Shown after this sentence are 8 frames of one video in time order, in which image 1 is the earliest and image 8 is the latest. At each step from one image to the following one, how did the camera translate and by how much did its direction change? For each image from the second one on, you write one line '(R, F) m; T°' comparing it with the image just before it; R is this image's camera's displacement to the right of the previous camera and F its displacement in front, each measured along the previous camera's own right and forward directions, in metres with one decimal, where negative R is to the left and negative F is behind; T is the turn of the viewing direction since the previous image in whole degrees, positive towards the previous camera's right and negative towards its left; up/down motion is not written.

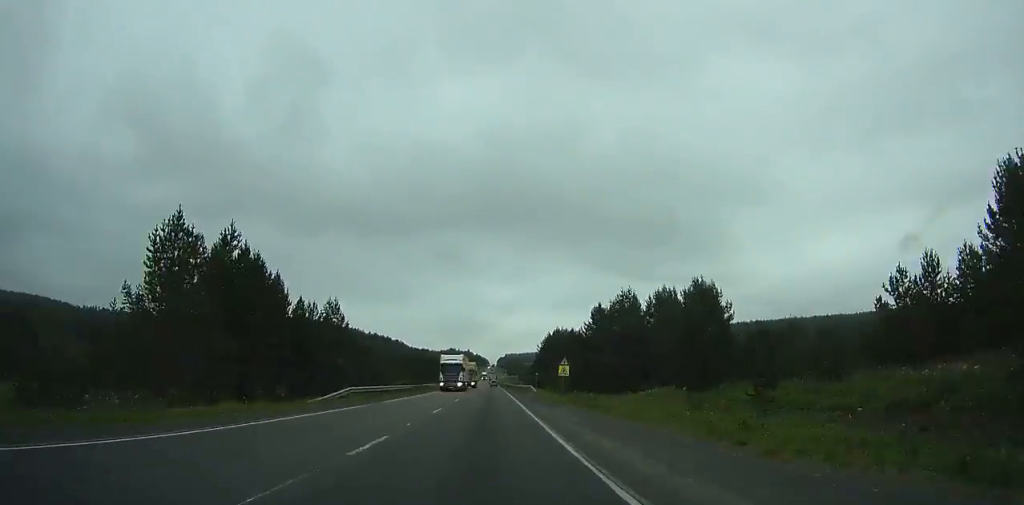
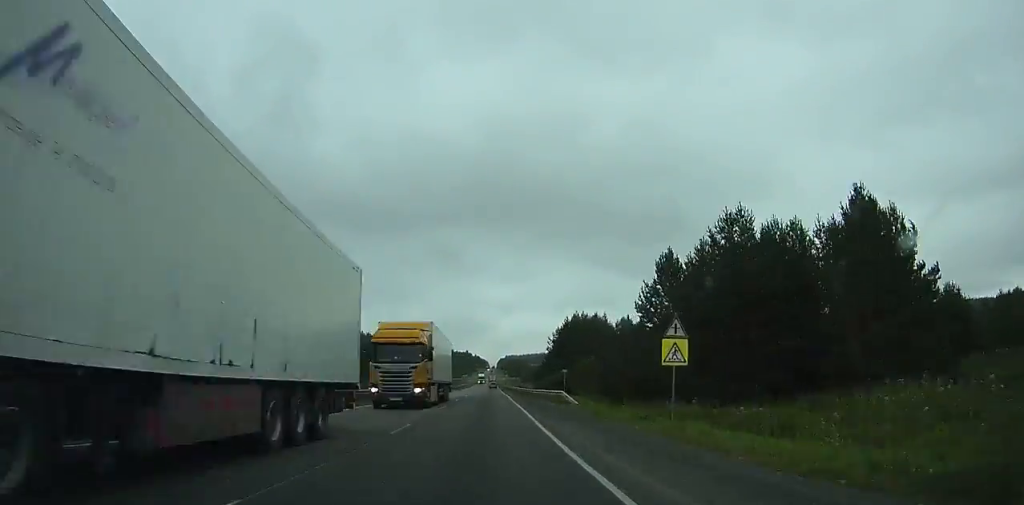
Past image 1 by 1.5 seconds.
(+0.2, +33.1) m; 0°
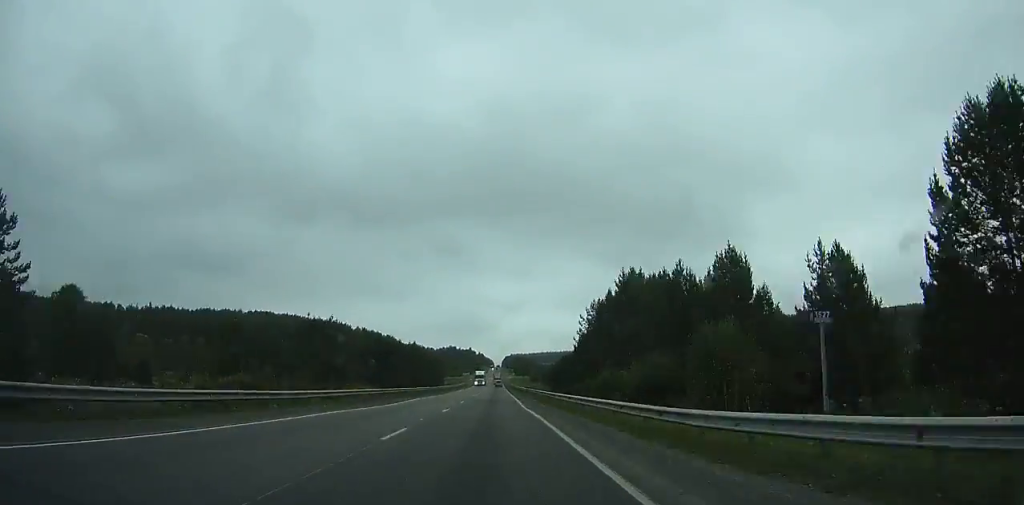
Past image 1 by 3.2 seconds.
(-0.1, +38.6) m; 0°
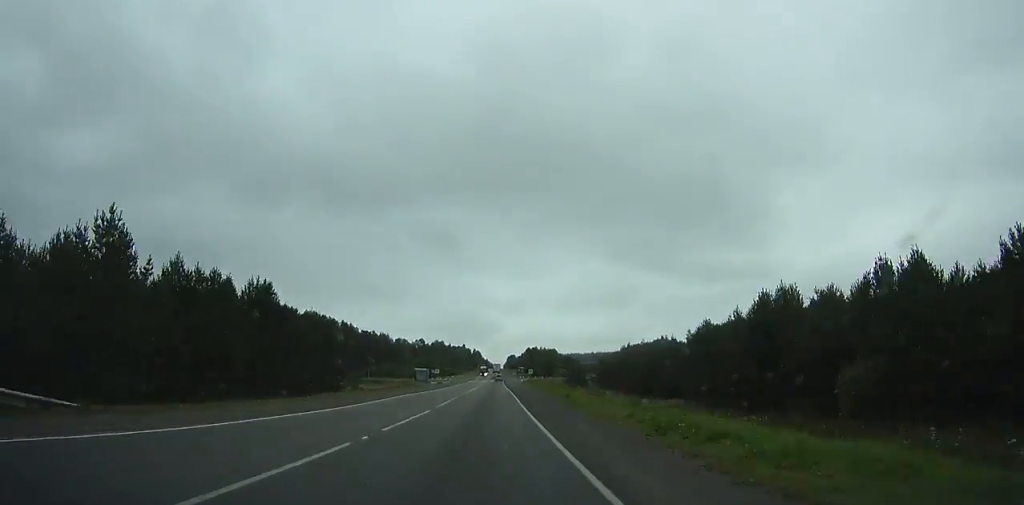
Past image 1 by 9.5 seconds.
(-0.3, +148.4) m; 0°
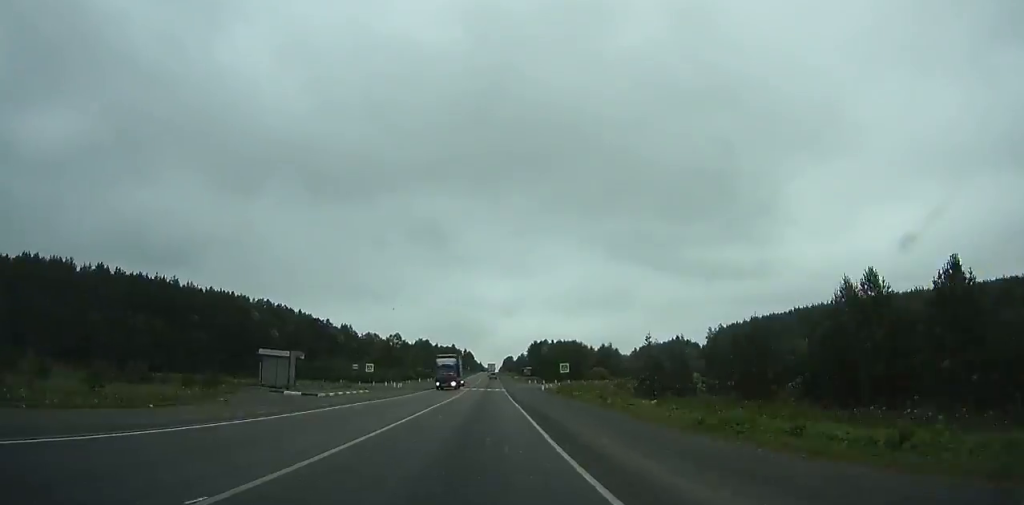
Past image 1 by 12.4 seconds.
(-0.1, +70.9) m; 0°
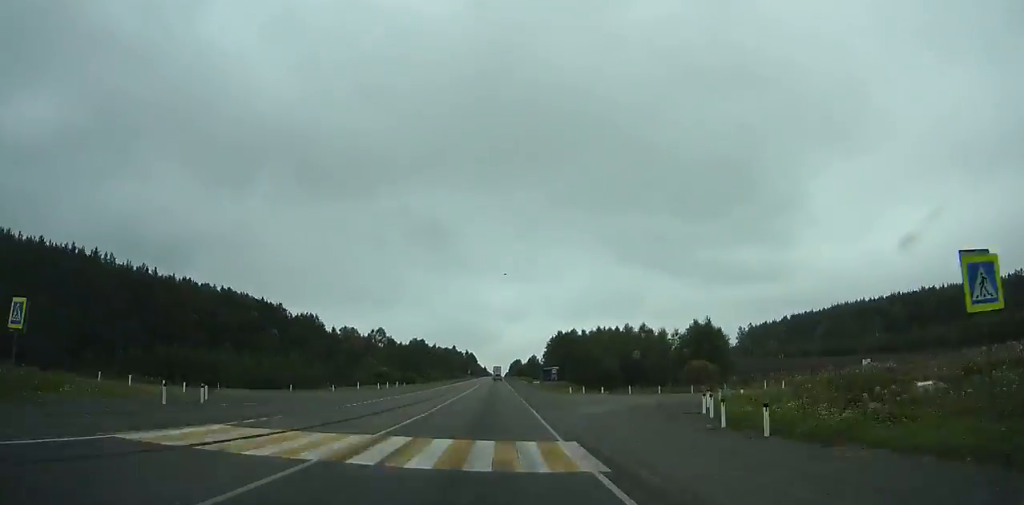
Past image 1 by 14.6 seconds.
(+0.1, +54.2) m; 0°
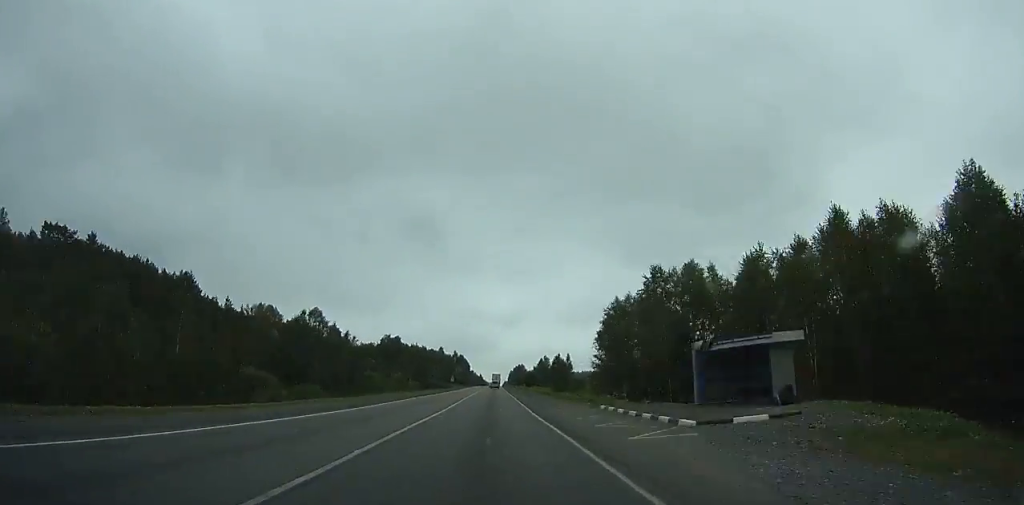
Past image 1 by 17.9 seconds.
(0.0, +81.6) m; 0°
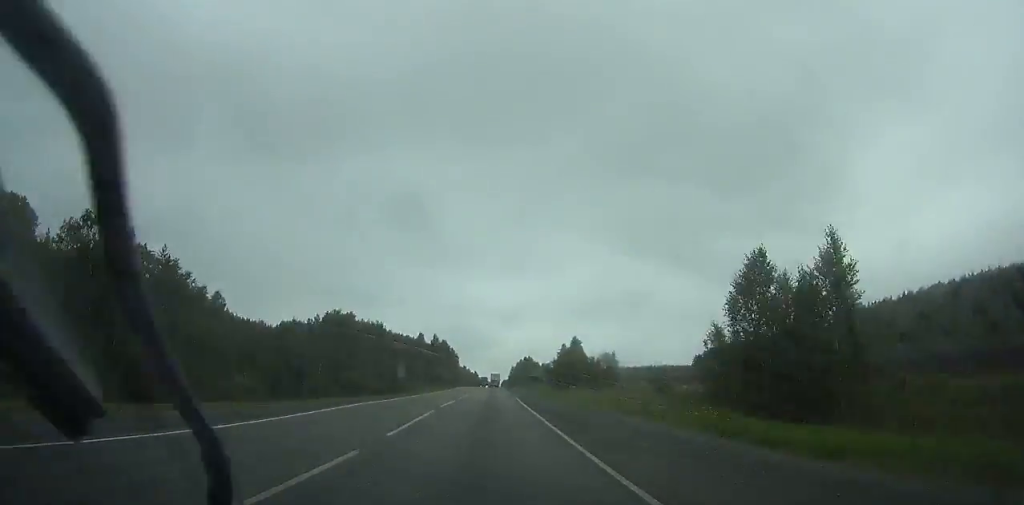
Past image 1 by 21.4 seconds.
(+0.1, +86.4) m; 0°
